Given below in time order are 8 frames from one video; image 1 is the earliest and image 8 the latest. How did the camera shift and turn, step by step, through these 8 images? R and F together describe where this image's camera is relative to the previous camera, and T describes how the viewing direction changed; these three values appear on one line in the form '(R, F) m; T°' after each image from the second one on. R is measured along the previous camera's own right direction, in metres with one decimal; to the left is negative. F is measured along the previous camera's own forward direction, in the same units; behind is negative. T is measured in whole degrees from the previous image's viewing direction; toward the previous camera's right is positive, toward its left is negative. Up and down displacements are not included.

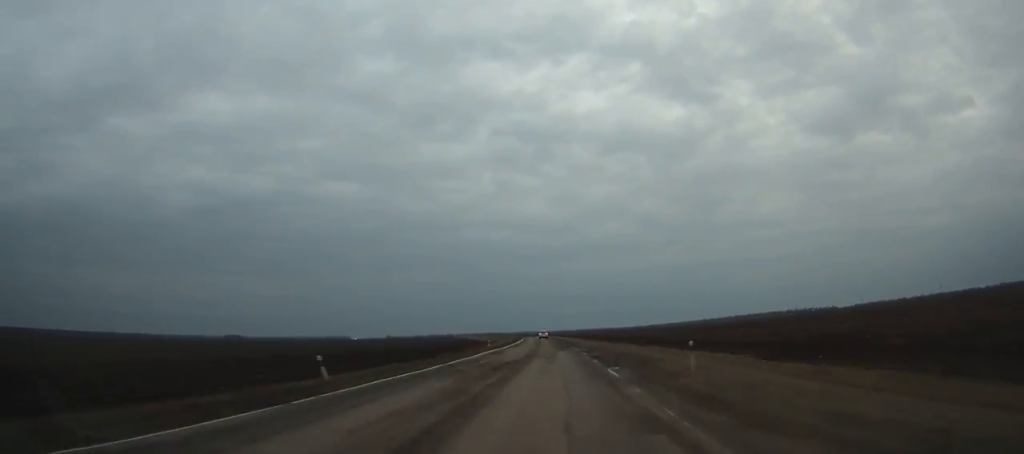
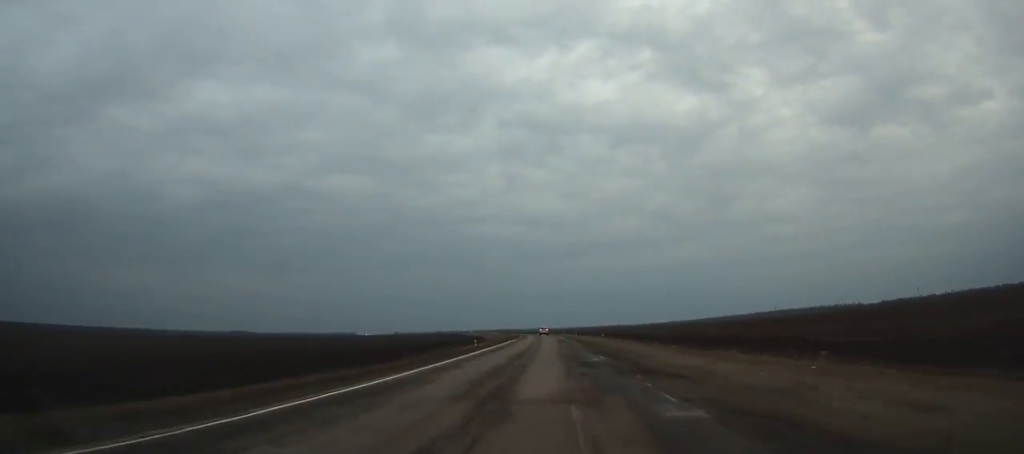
(-0.6, +64.4) m; -1°
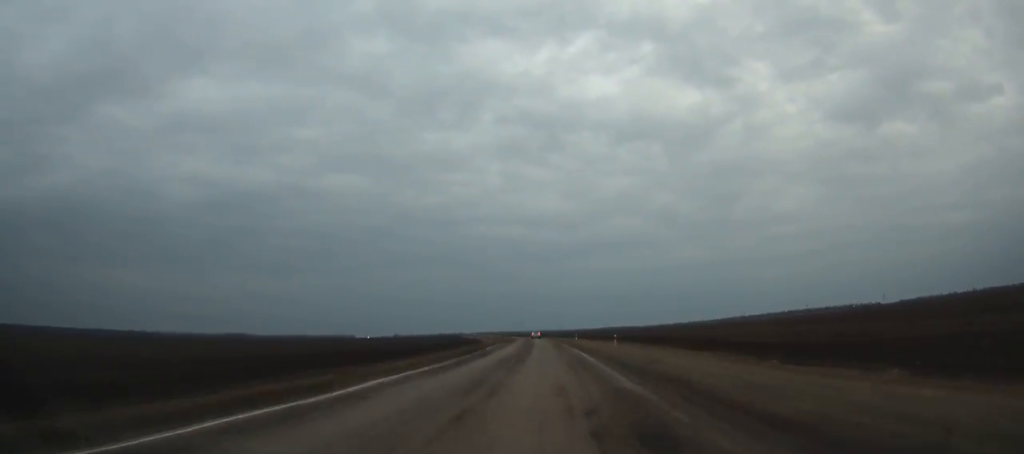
(-0.5, +58.7) m; -1°
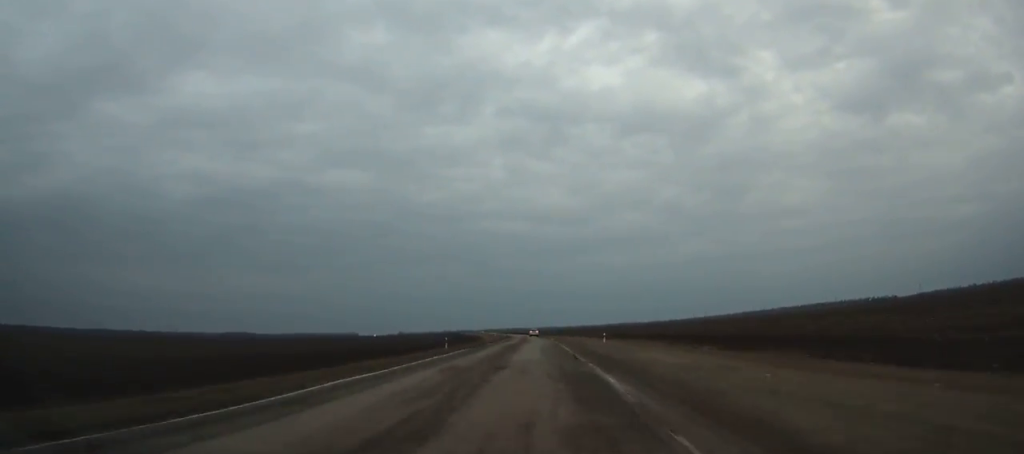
(-0.2, +38.9) m; -1°
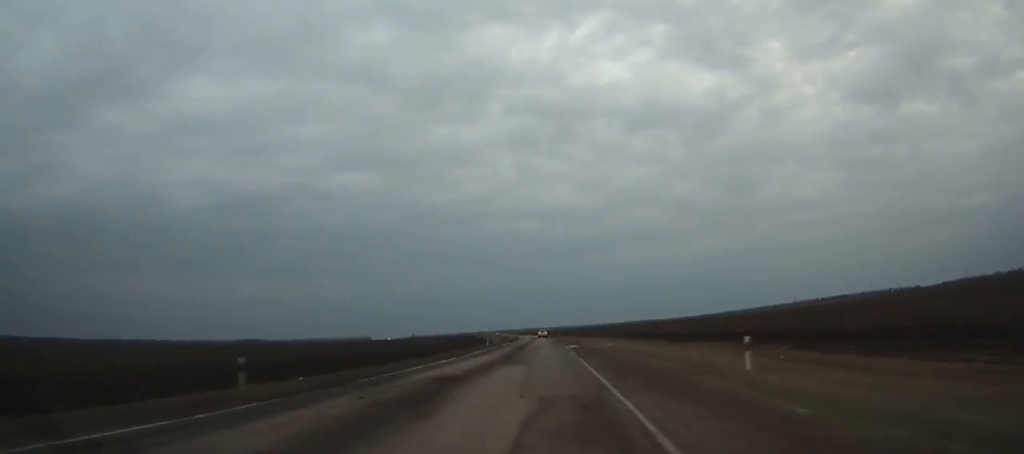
(-0.5, +32.3) m; -1°
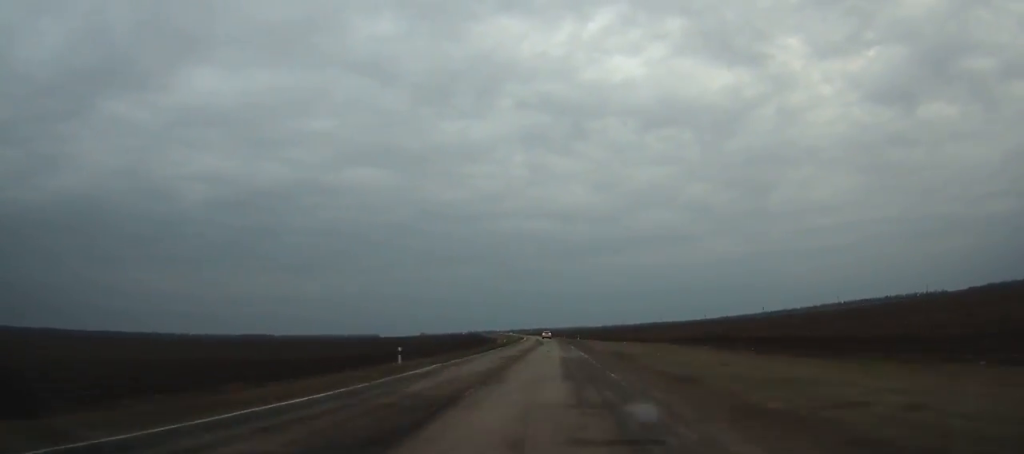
(-0.4, +48.8) m; -1°
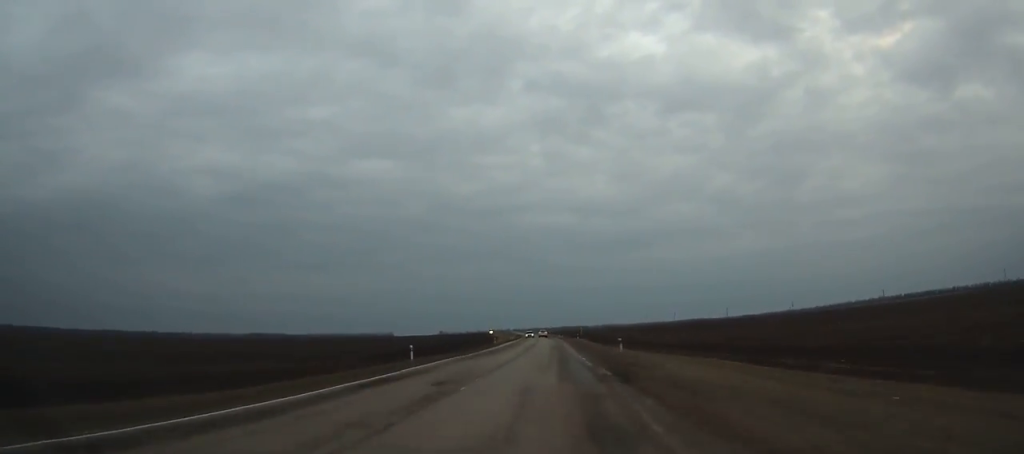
(-2.9, +142.2) m; -3°
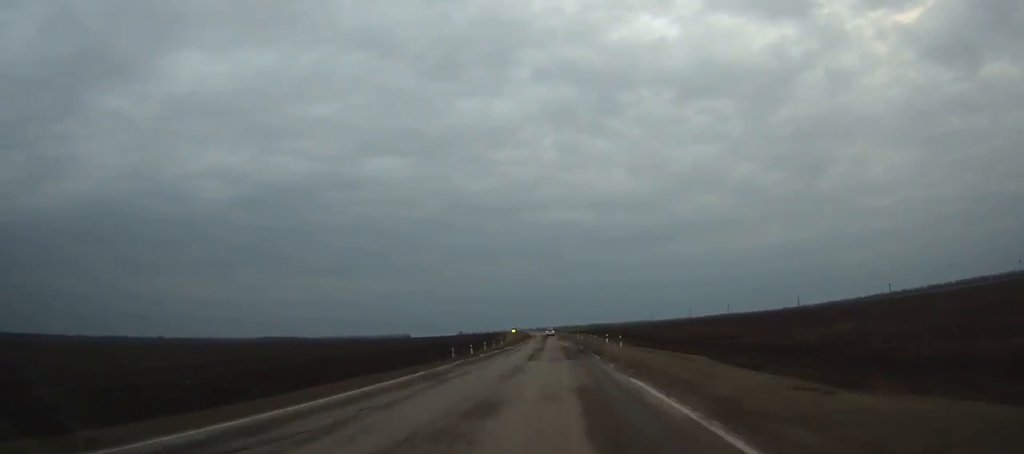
(-1.8, +89.8) m; -2°
